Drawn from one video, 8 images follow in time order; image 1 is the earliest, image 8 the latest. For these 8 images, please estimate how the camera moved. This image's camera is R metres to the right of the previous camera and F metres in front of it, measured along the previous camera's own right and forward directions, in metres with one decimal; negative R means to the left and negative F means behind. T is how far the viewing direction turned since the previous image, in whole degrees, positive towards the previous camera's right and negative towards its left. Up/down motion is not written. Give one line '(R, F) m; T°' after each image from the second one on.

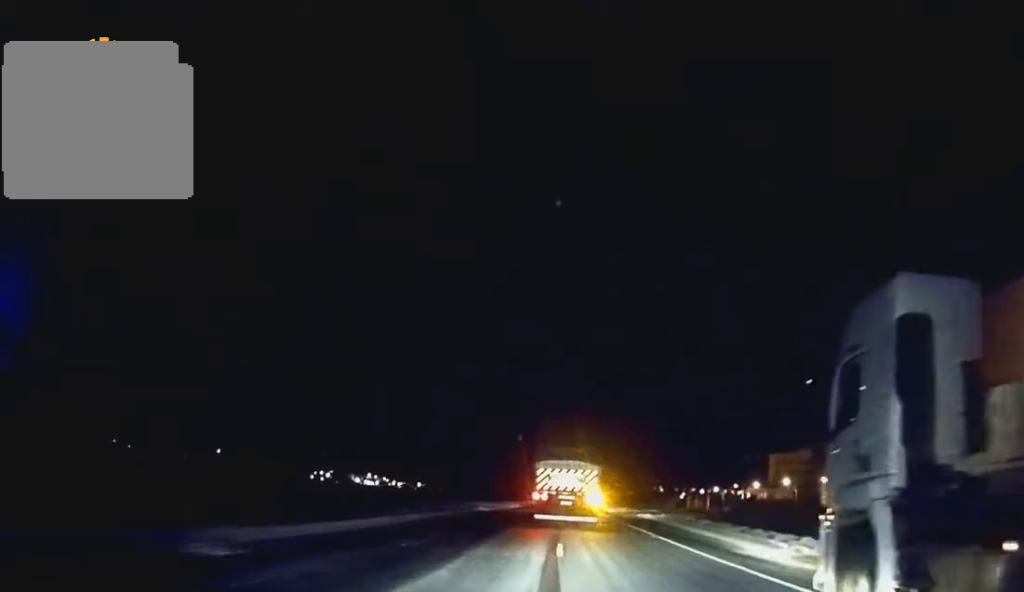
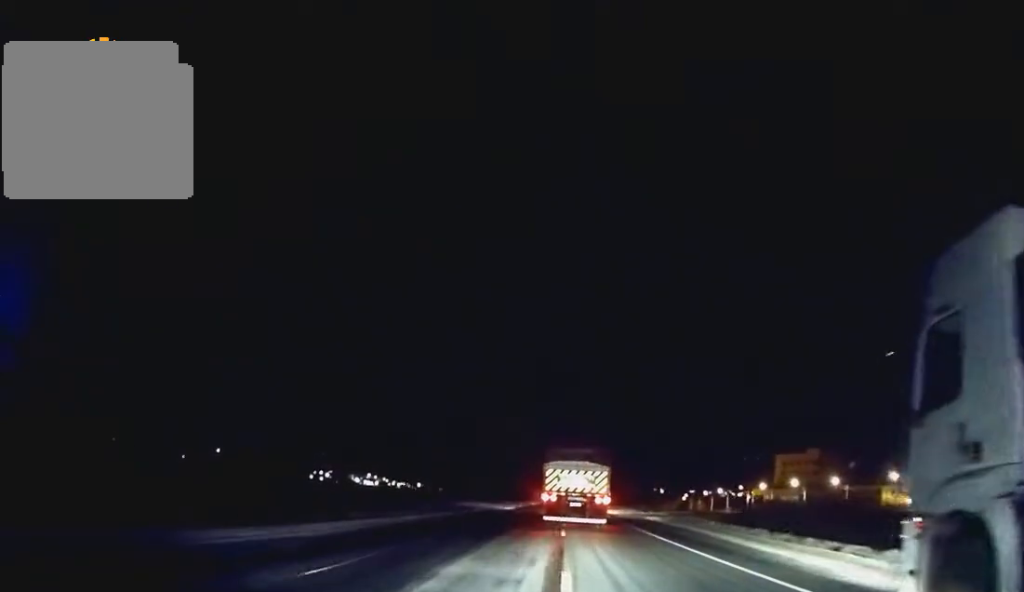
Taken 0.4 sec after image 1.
(0.0, +7.4) m; 0°
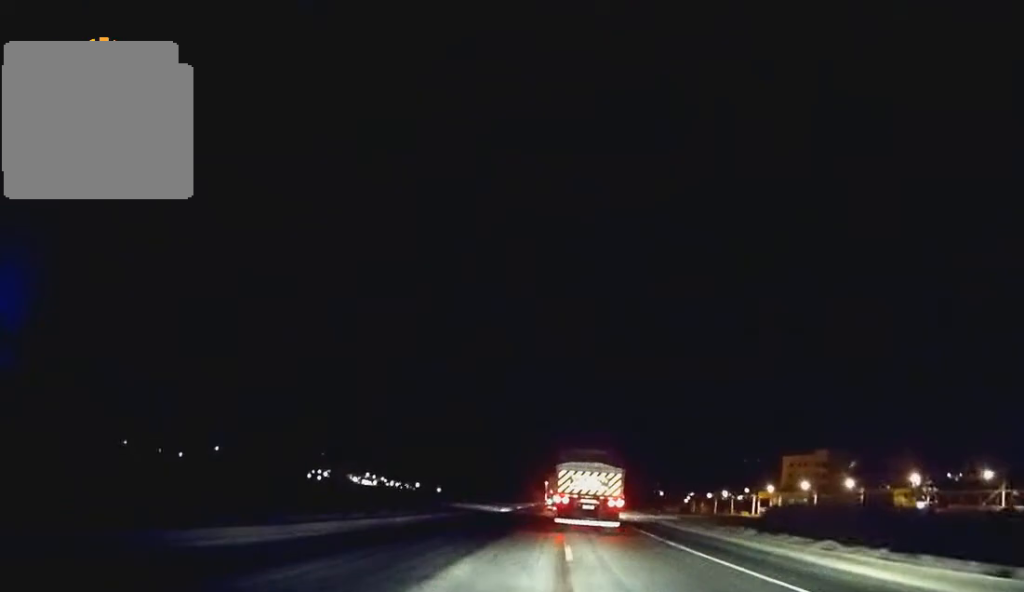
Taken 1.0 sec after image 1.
(0.0, +9.8) m; 0°
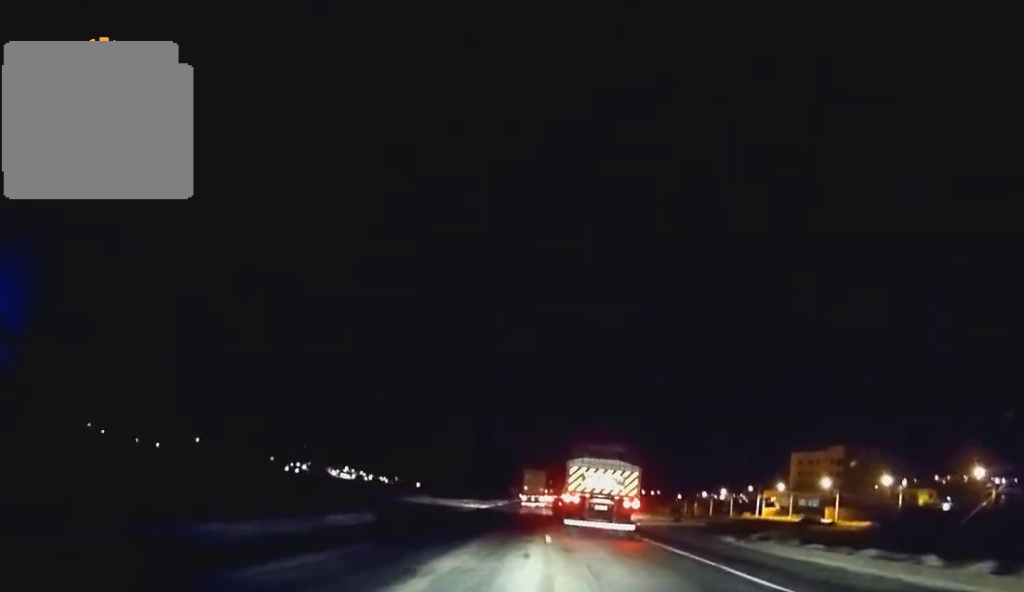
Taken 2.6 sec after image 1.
(+0.2, +29.0) m; +1°
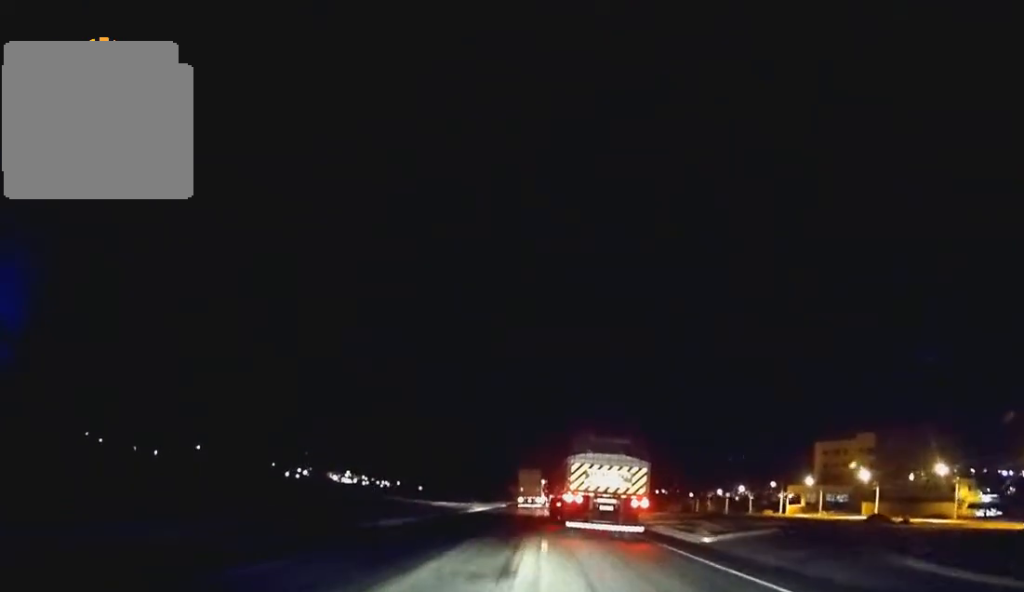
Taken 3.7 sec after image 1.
(+0.1, +20.6) m; 0°
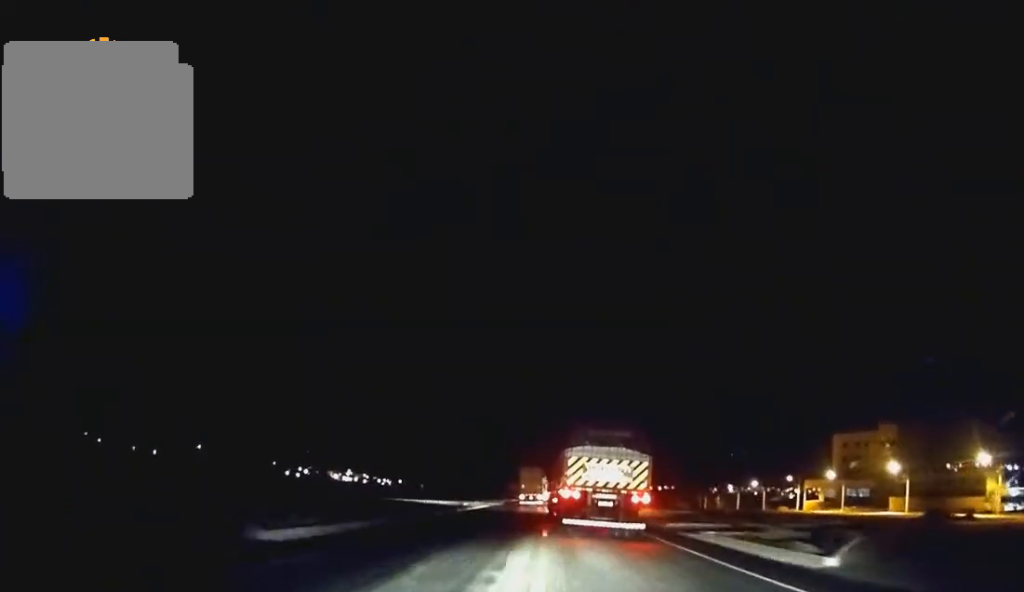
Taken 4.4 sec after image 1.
(0.0, +13.1) m; 0°
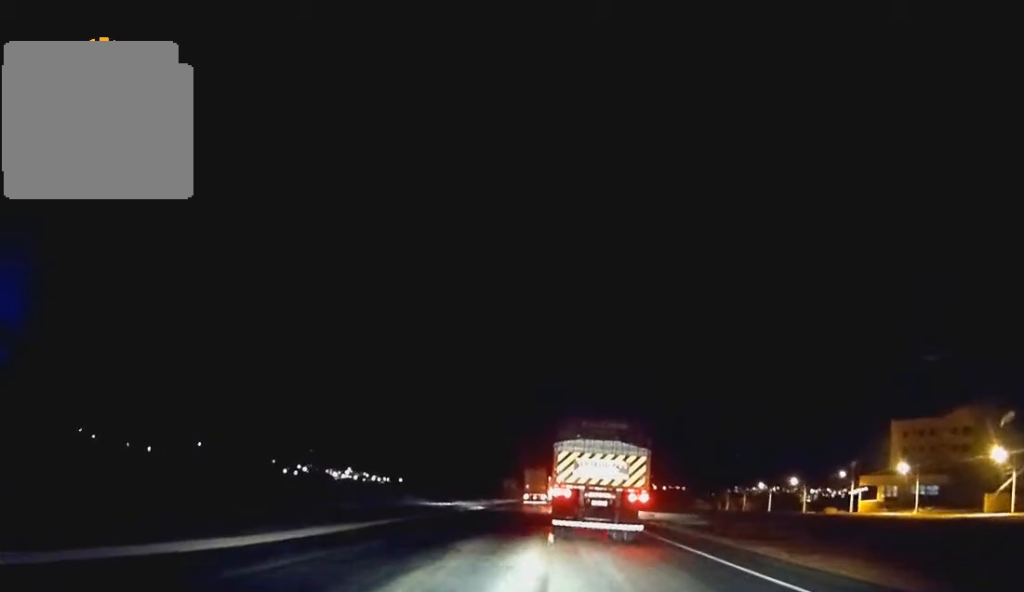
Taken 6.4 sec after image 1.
(-0.2, +36.7) m; -1°
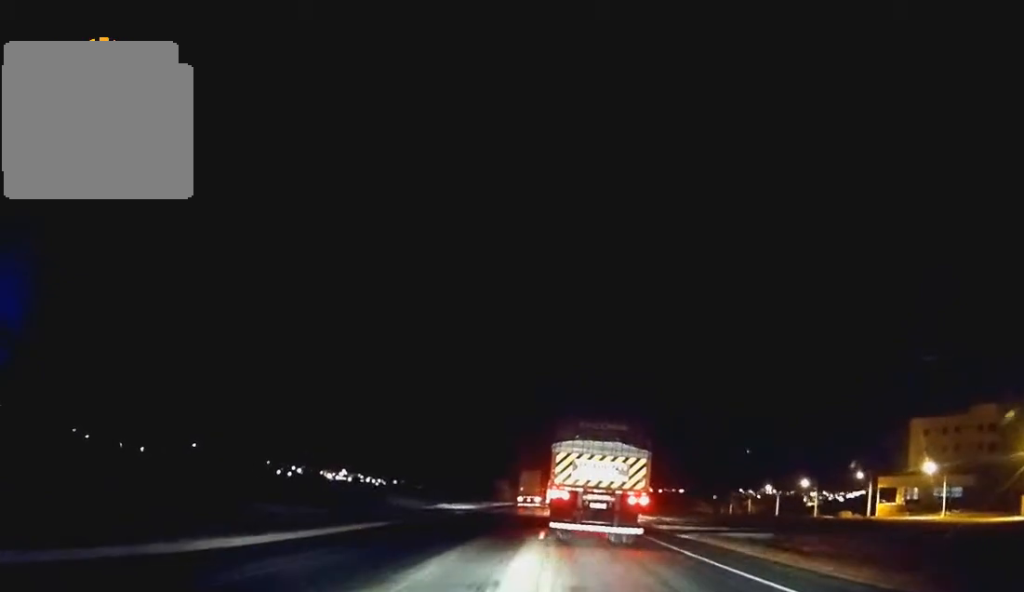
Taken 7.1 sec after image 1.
(0.0, +12.4) m; 0°
